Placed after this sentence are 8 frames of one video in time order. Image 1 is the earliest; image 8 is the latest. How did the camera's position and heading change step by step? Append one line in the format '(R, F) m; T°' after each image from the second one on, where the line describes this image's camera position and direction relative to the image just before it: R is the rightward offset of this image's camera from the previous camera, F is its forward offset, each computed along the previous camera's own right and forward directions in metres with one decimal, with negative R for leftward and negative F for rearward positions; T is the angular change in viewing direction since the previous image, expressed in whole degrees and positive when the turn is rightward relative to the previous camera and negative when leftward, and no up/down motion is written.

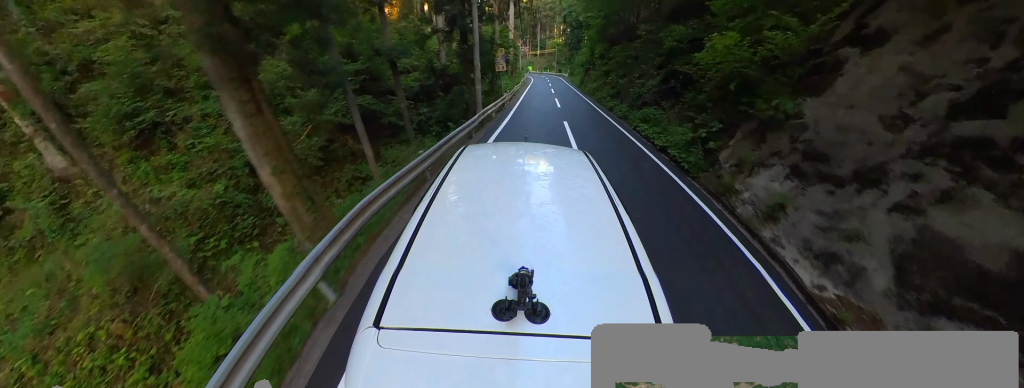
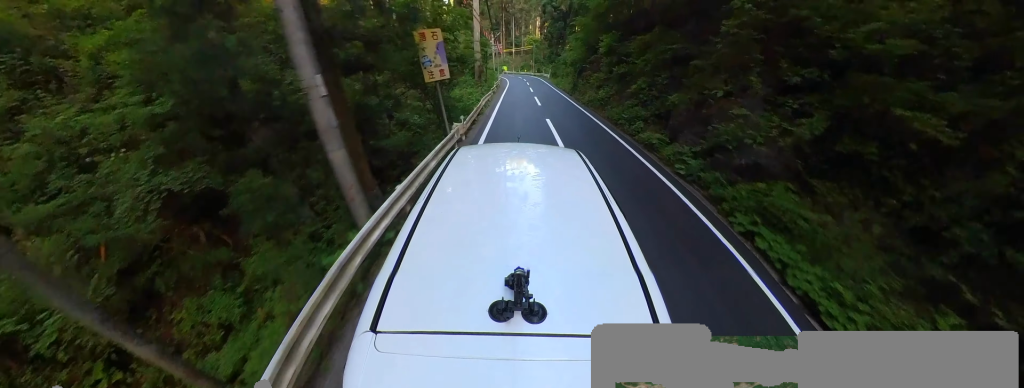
(+1.0, +8.9) m; +8°
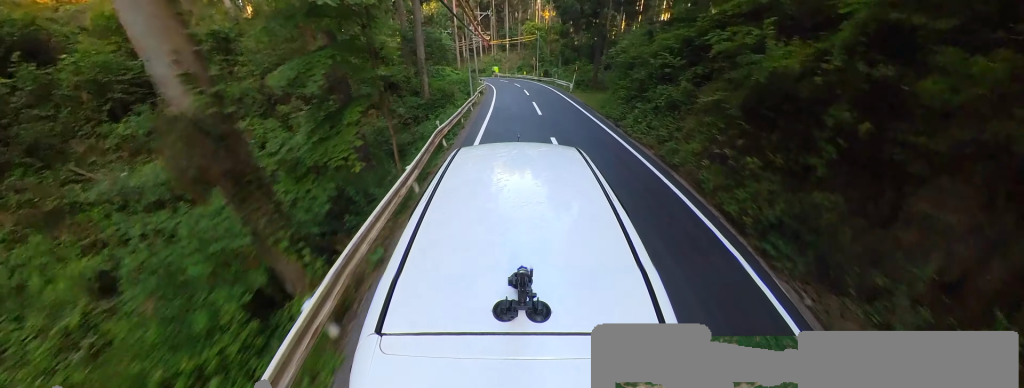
(+4.2, +22.1) m; +14°
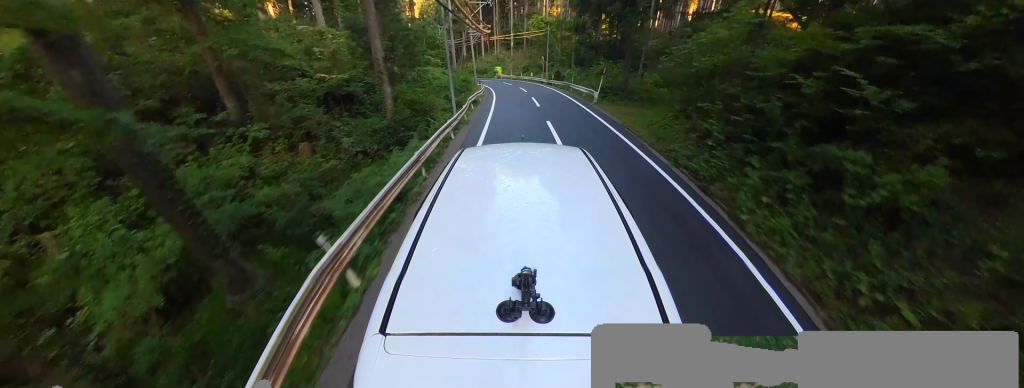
(+0.1, +6.8) m; -4°
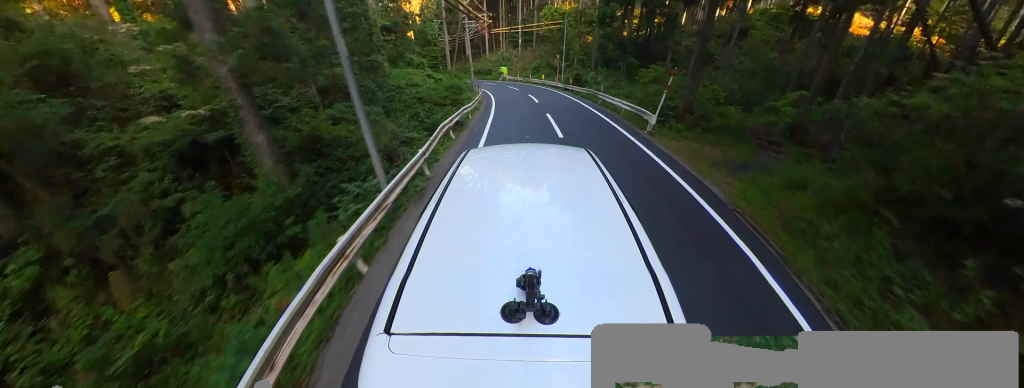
(-1.2, +7.7) m; -9°
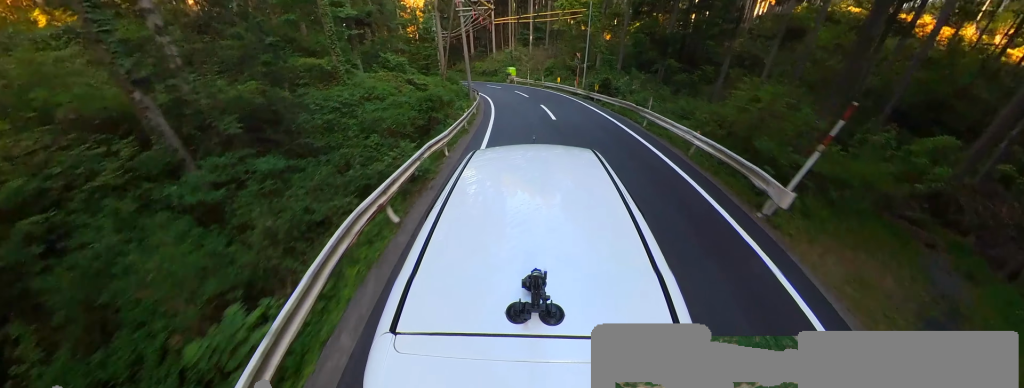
(-0.2, +6.3) m; -1°
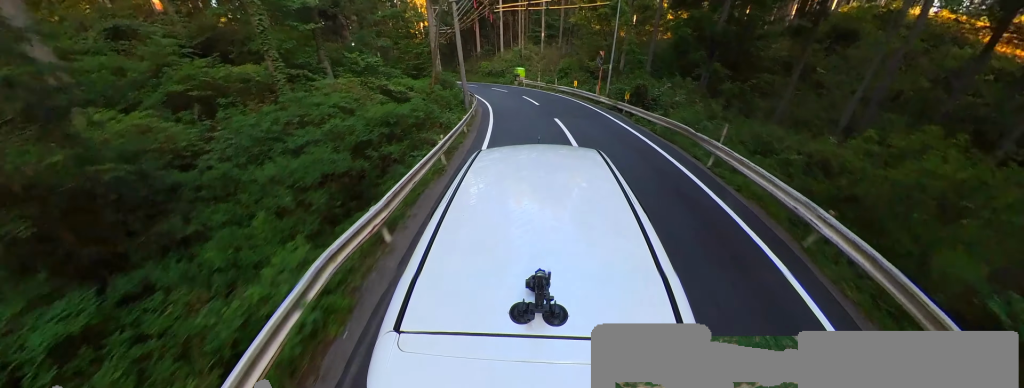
(0.0, +4.8) m; 0°
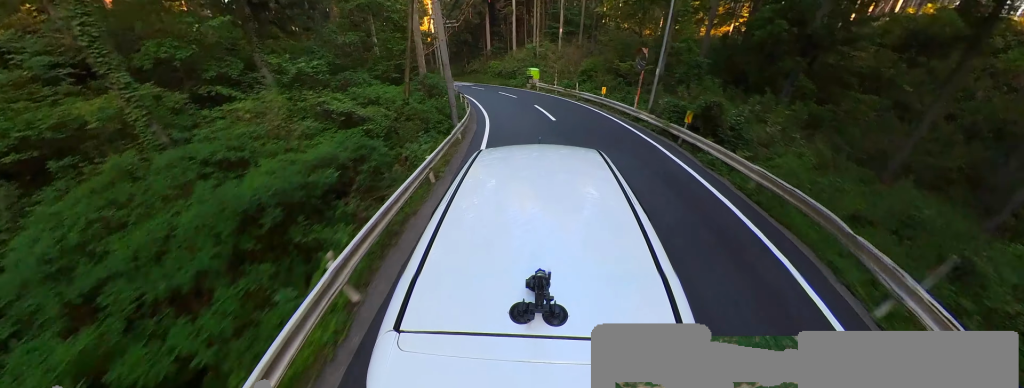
(0.0, +5.4) m; 0°
